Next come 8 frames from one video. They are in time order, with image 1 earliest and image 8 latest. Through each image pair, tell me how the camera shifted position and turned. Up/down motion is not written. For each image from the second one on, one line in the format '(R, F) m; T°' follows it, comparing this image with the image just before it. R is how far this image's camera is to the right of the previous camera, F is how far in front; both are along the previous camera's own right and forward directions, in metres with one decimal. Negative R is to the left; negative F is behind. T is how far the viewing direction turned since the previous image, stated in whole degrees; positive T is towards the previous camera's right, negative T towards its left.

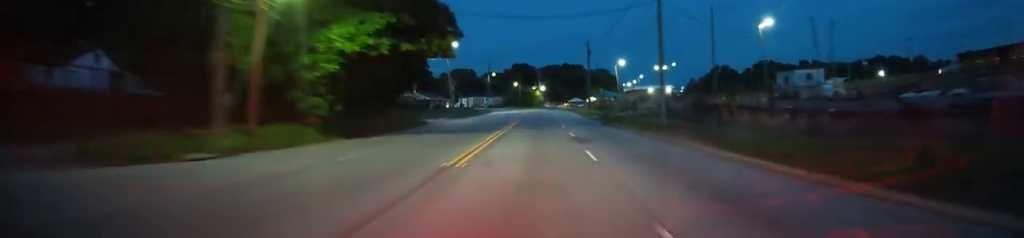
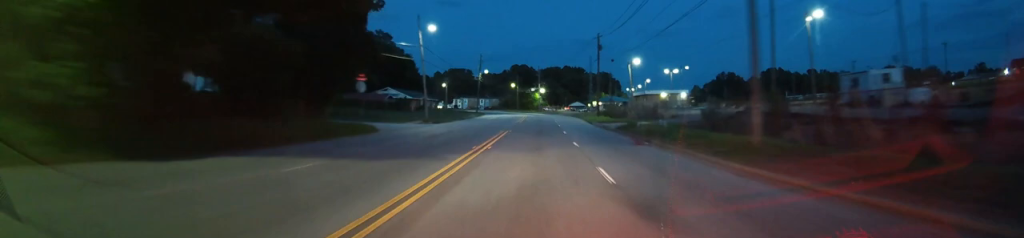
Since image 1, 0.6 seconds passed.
(0.0, +16.2) m; 0°
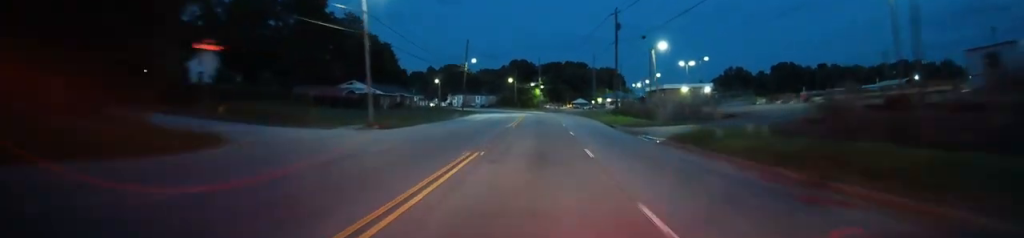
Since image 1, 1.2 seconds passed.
(-0.1, +17.8) m; 0°
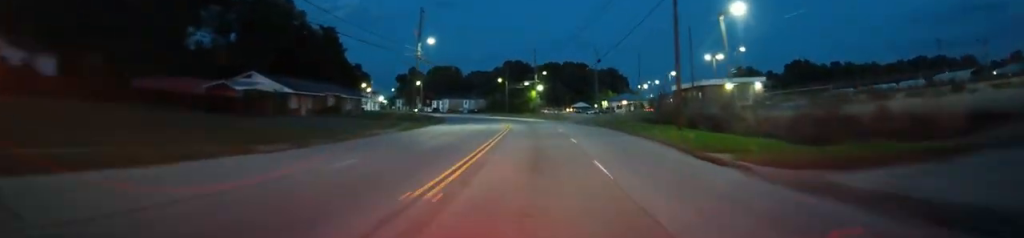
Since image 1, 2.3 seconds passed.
(-0.1, +28.6) m; 0°
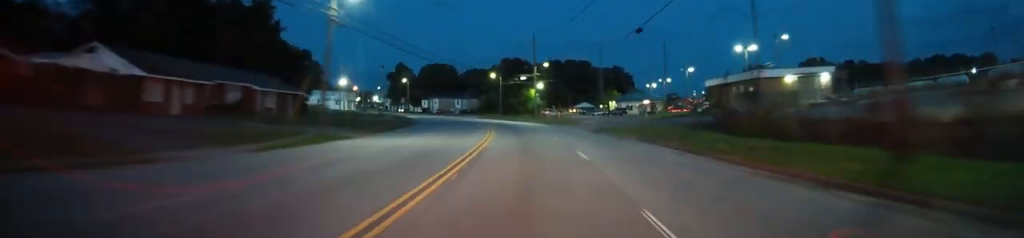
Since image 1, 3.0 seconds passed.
(+0.1, +20.7) m; 0°
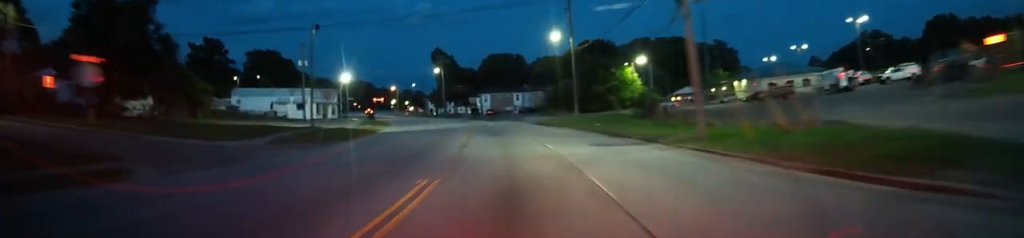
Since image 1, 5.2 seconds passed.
(-2.8, +57.3) m; -8°
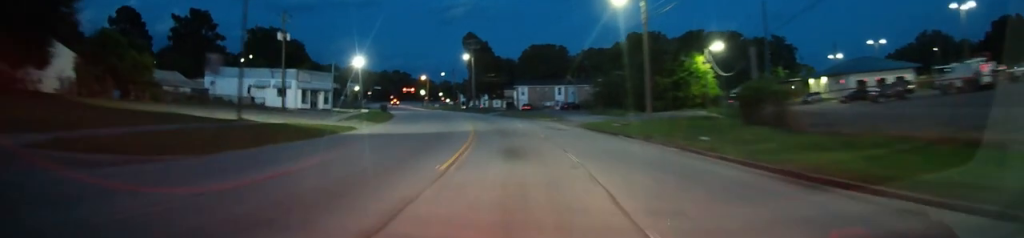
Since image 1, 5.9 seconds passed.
(-0.8, +18.0) m; -4°
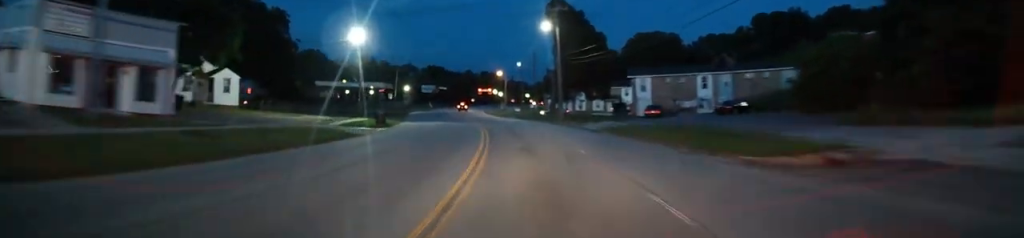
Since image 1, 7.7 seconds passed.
(-3.4, +44.3) m; -8°
